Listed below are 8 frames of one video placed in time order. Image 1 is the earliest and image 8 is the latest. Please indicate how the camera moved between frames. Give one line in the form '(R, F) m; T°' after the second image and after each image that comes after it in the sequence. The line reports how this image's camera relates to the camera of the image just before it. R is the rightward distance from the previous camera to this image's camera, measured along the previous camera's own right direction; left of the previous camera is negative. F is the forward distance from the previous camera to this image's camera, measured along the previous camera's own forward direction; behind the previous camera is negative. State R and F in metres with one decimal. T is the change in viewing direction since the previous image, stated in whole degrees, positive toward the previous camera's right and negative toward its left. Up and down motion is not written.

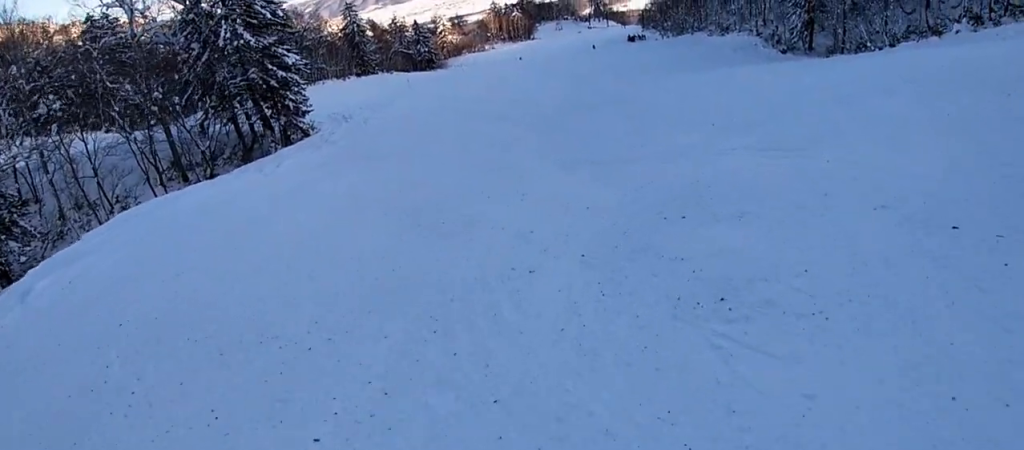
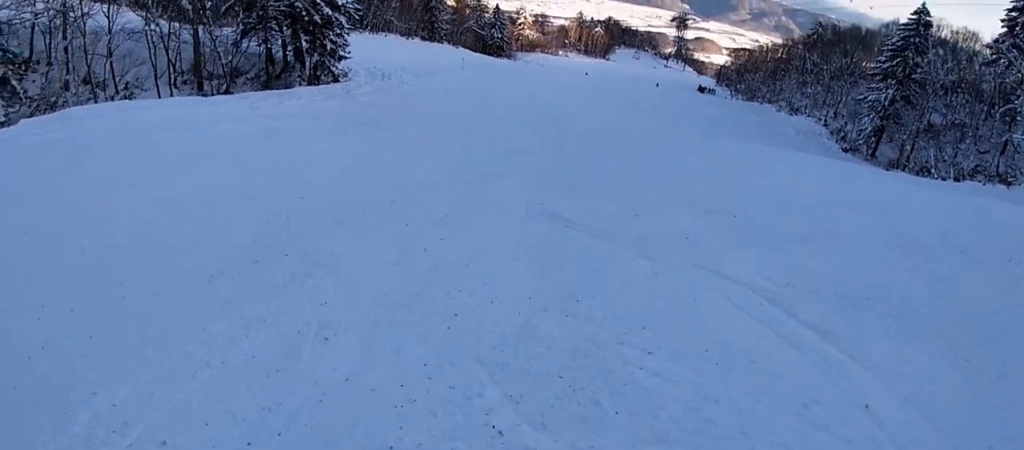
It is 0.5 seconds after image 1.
(-0.1, +3.2) m; -6°
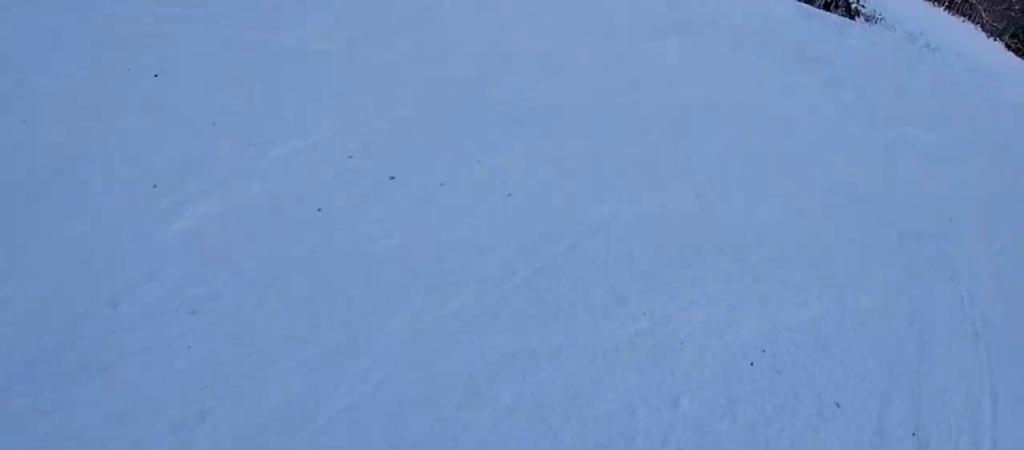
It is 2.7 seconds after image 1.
(-5.6, +13.5) m; -33°
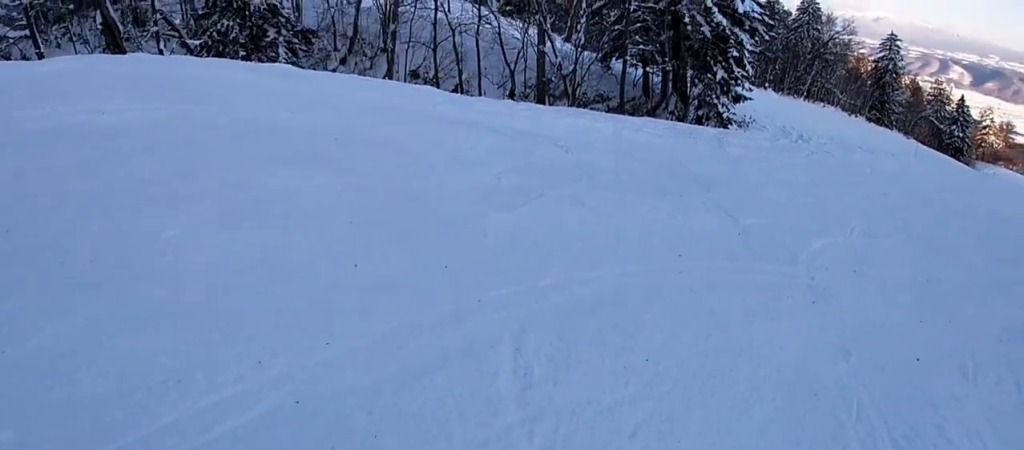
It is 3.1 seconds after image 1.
(-0.6, +2.8) m; +1°
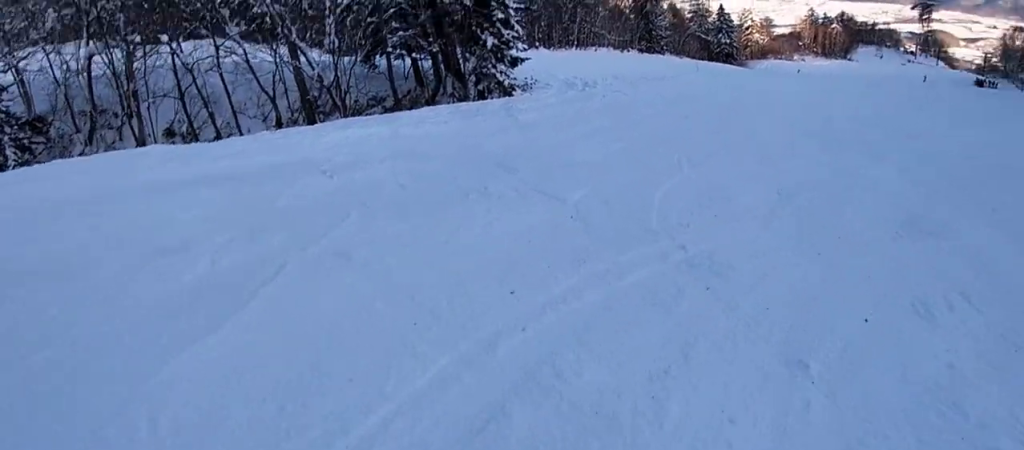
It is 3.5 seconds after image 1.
(+0.6, +2.7) m; +9°
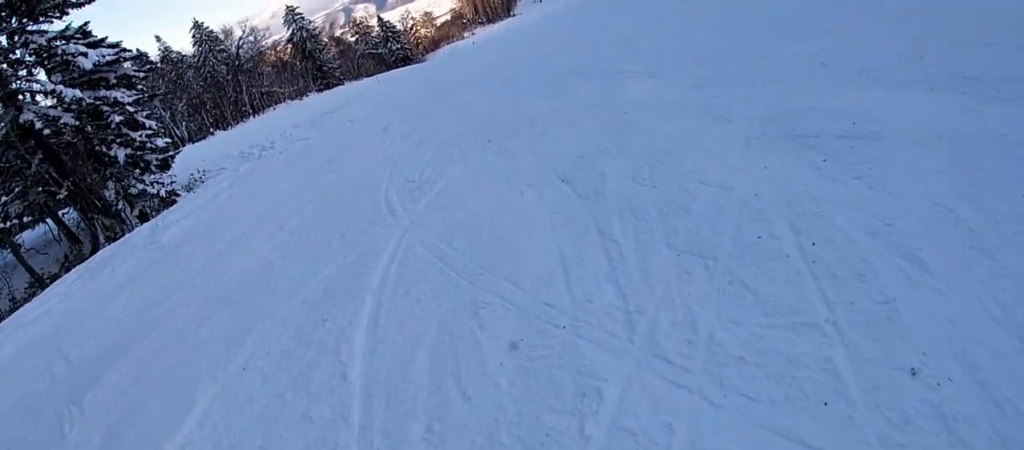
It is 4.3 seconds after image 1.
(+1.1, +5.9) m; +18°
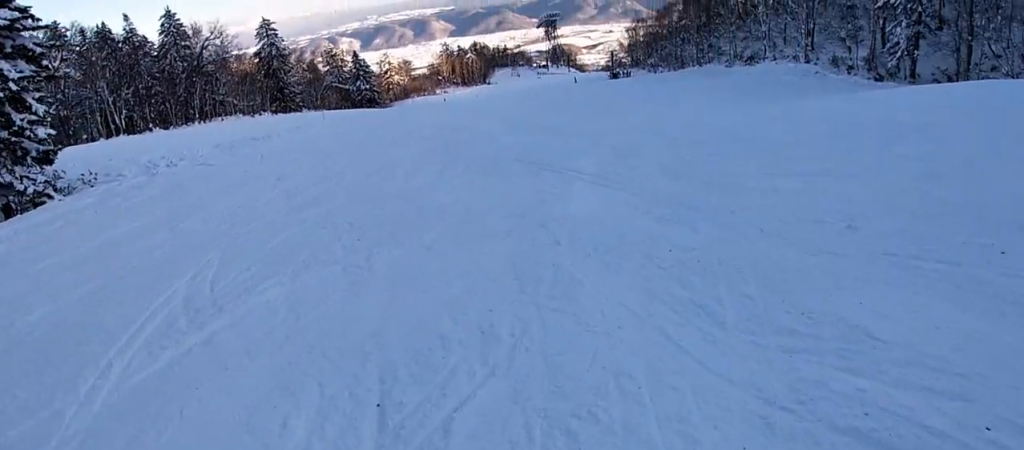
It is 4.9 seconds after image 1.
(+0.5, +3.7) m; +6°
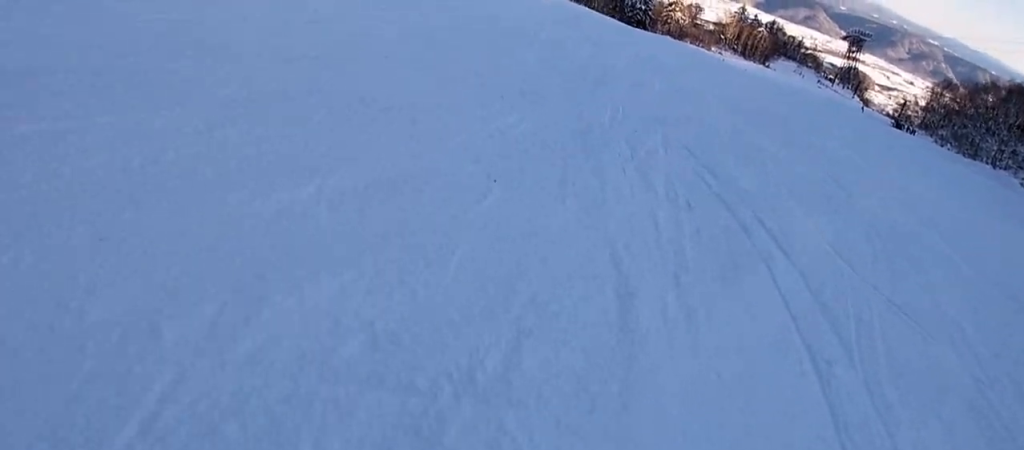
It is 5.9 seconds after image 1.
(+0.3, +7.3) m; -7°
